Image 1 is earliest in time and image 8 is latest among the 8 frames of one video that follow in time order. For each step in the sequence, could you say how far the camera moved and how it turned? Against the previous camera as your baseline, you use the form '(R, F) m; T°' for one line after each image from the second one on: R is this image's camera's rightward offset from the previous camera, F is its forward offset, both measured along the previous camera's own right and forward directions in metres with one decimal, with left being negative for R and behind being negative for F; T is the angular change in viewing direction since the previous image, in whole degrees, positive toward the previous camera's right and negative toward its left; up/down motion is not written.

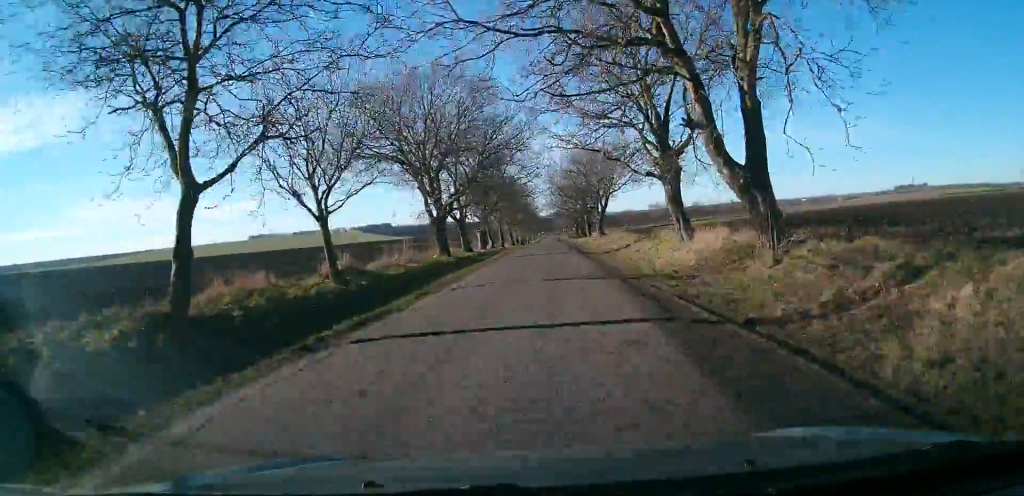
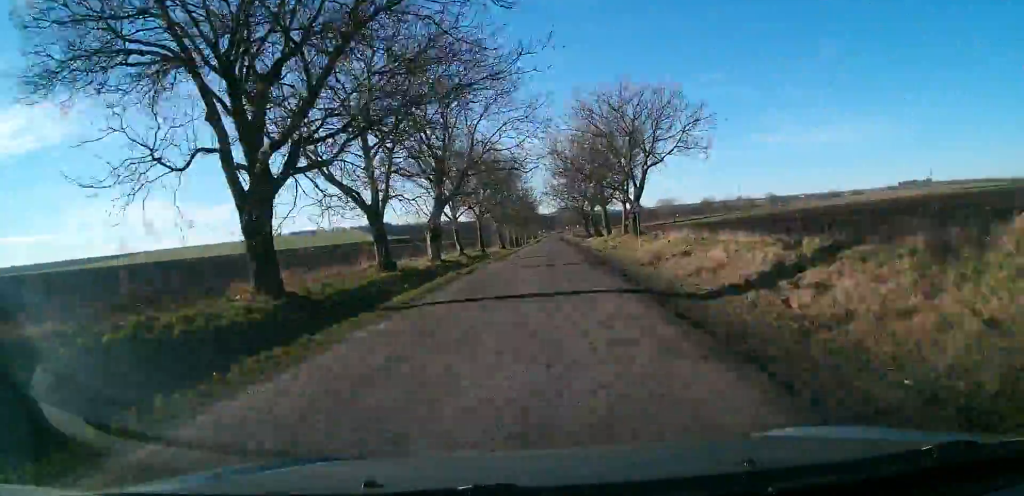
(0.0, +24.5) m; 0°
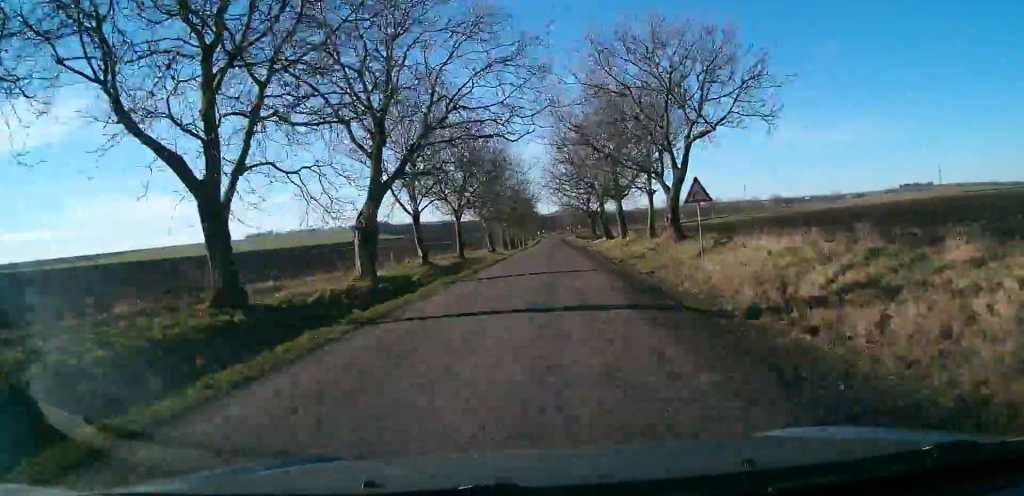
(0.0, +12.6) m; 0°
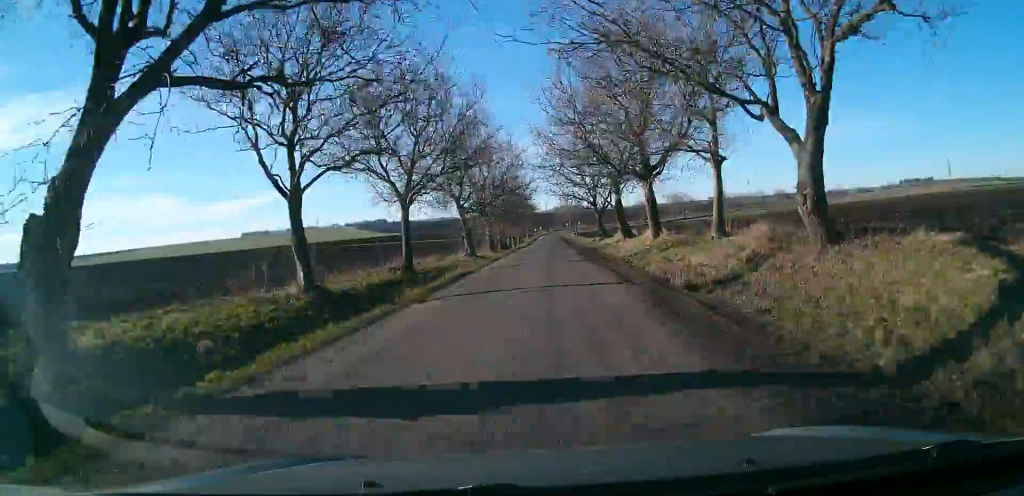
(0.0, +14.9) m; 0°
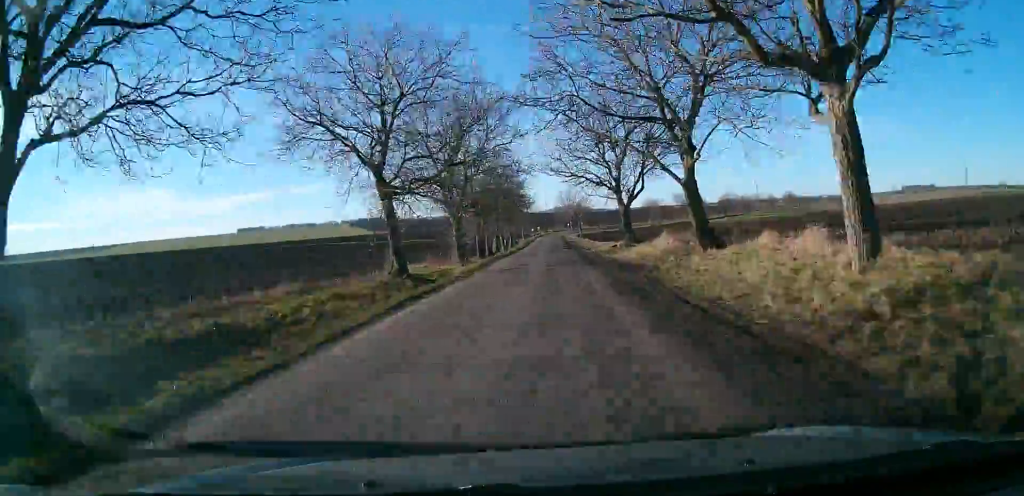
(0.0, +21.9) m; 0°
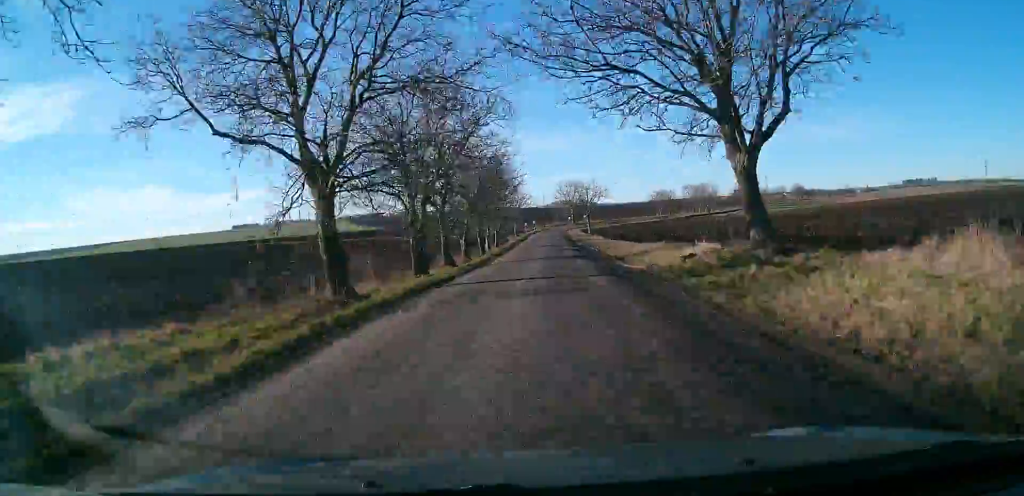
(0.0, +25.7) m; 0°
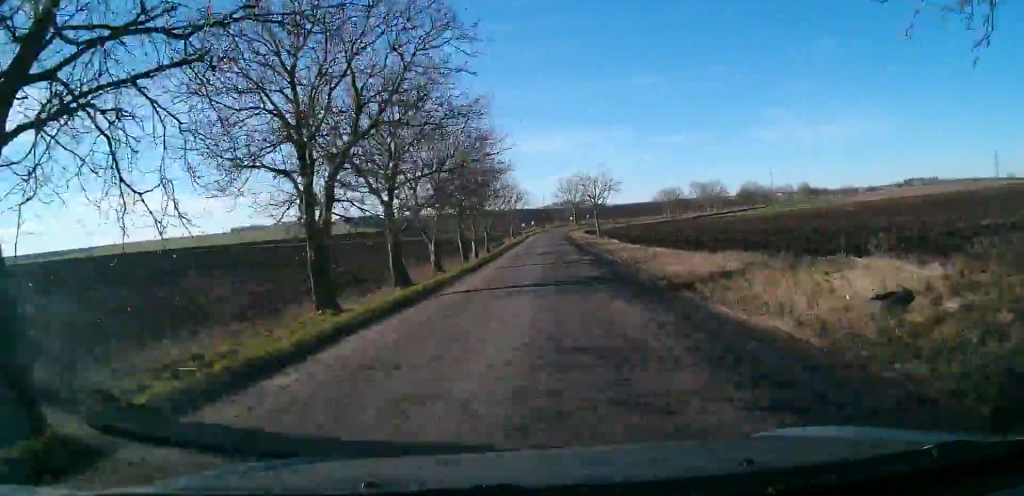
(0.0, +13.2) m; 0°
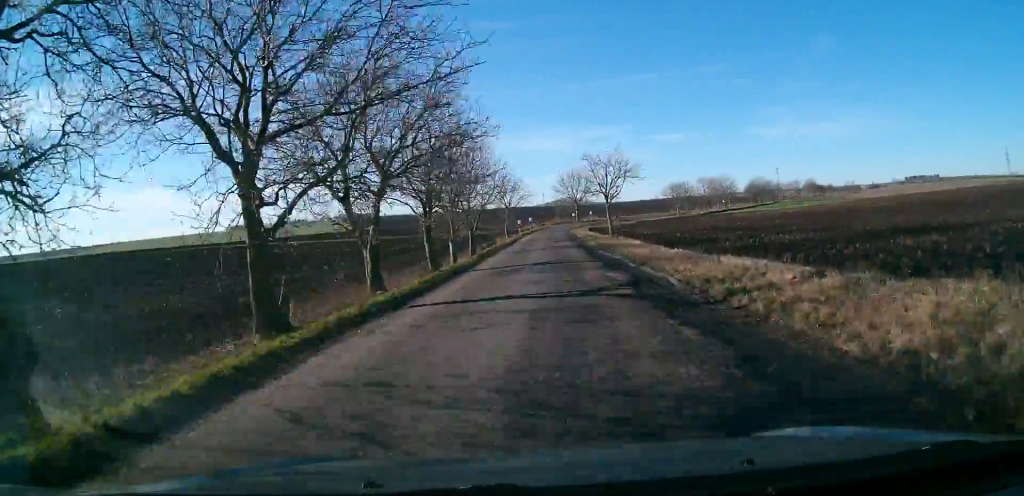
(0.0, +13.2) m; 0°
